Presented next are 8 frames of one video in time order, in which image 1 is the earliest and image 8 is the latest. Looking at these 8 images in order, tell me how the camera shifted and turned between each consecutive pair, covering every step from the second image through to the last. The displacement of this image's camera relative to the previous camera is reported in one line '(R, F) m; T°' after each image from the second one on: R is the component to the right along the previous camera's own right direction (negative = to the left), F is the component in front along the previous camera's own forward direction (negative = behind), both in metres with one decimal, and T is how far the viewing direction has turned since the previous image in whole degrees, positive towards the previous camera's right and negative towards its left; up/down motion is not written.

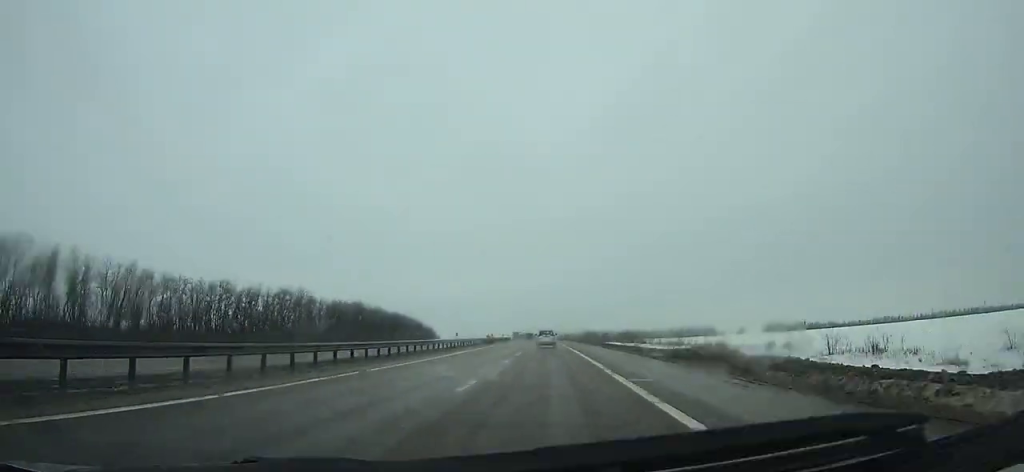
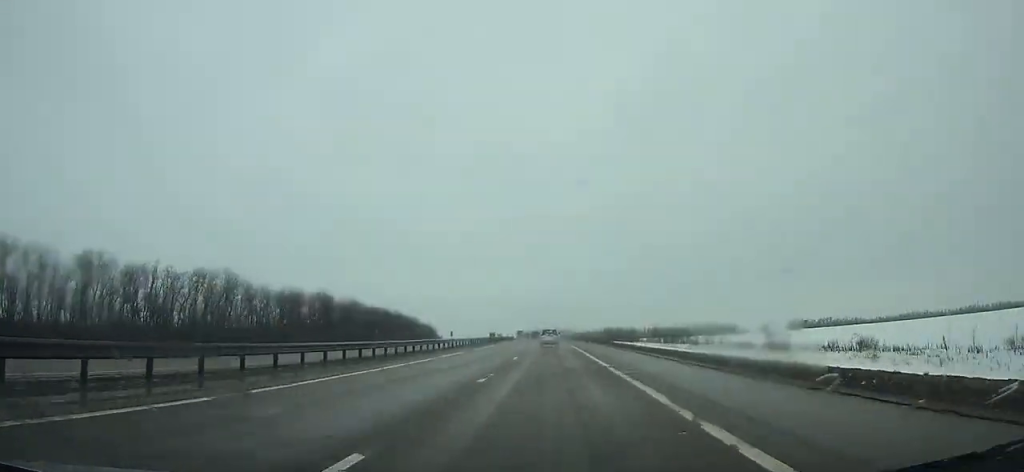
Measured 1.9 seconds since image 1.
(-0.1, +46.0) m; -1°
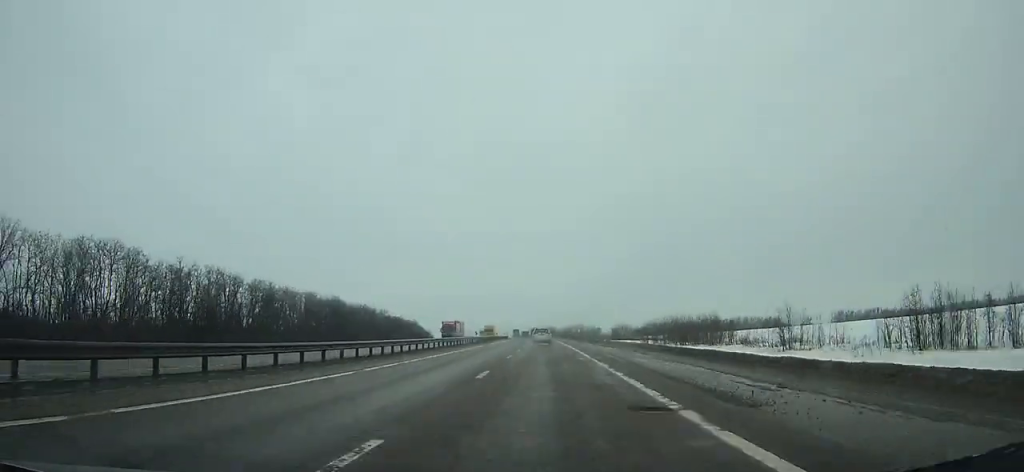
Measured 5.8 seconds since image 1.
(-1.4, +95.1) m; -2°
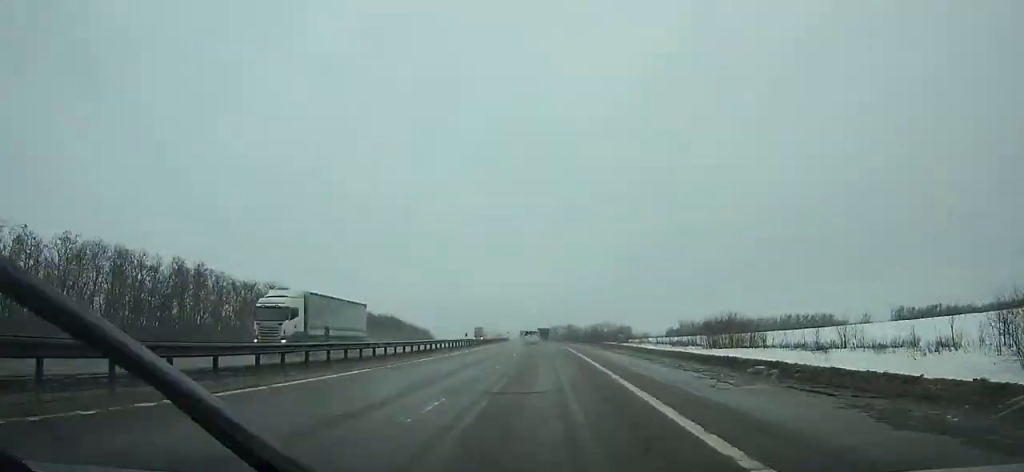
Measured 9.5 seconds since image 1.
(-1.5, +91.6) m; -3°
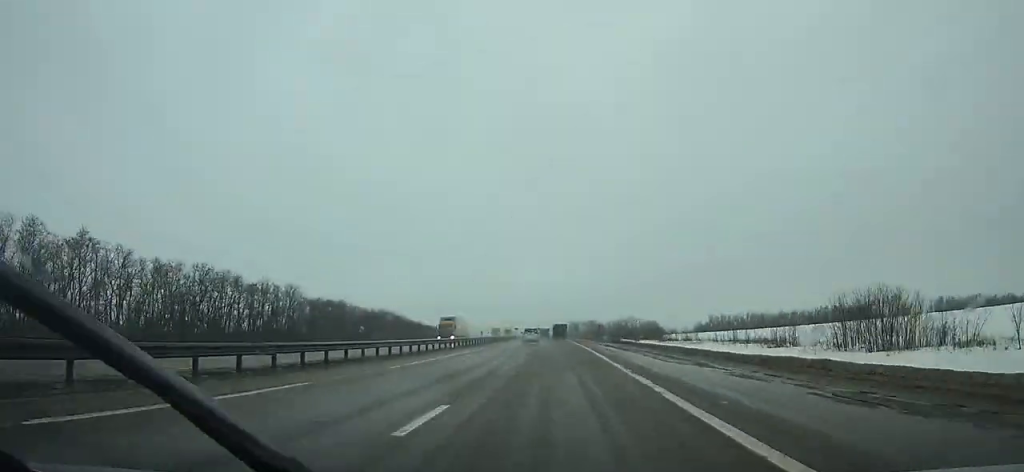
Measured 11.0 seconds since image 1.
(-0.3, +37.5) m; -1°
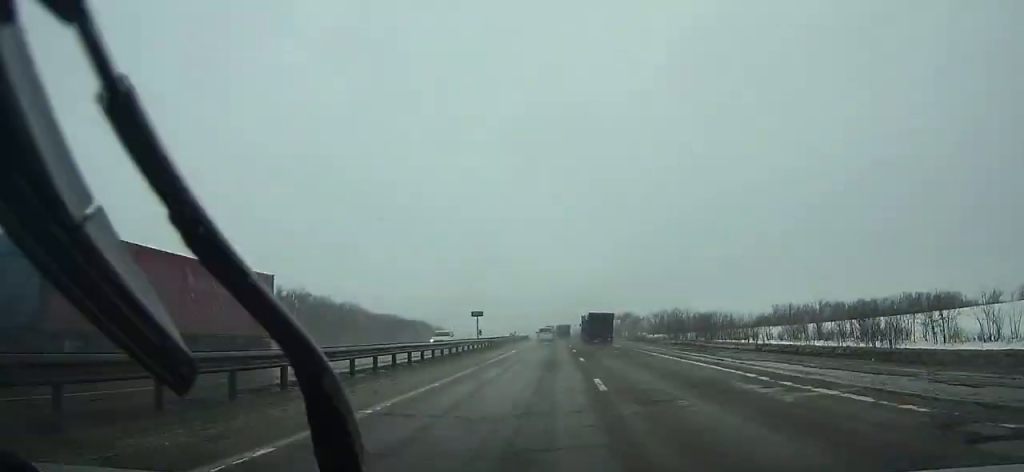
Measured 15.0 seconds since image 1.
(-2.3, +101.5) m; -2°
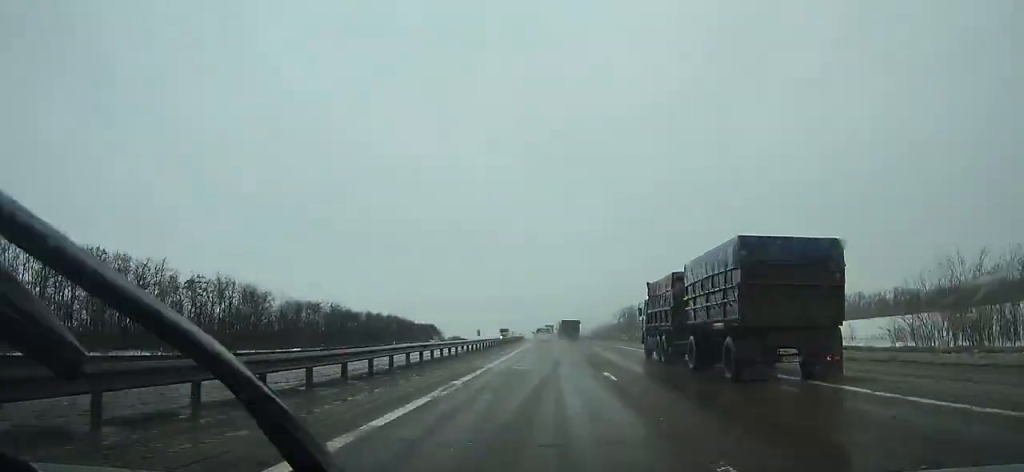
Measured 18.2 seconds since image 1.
(-0.3, +82.1) m; -1°
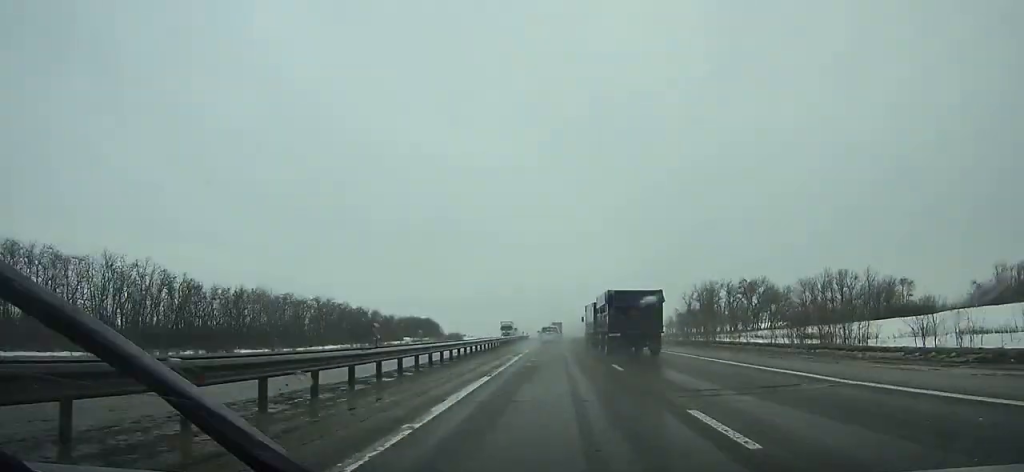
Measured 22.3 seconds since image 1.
(-1.7, +105.7) m; -2°
